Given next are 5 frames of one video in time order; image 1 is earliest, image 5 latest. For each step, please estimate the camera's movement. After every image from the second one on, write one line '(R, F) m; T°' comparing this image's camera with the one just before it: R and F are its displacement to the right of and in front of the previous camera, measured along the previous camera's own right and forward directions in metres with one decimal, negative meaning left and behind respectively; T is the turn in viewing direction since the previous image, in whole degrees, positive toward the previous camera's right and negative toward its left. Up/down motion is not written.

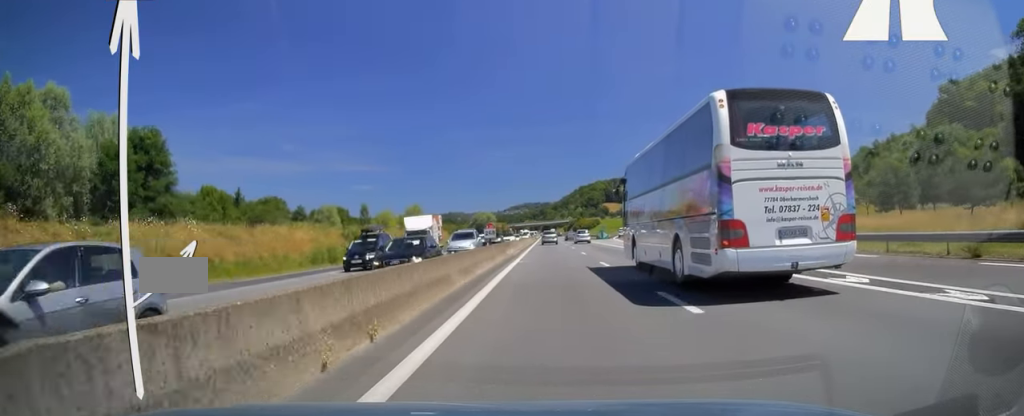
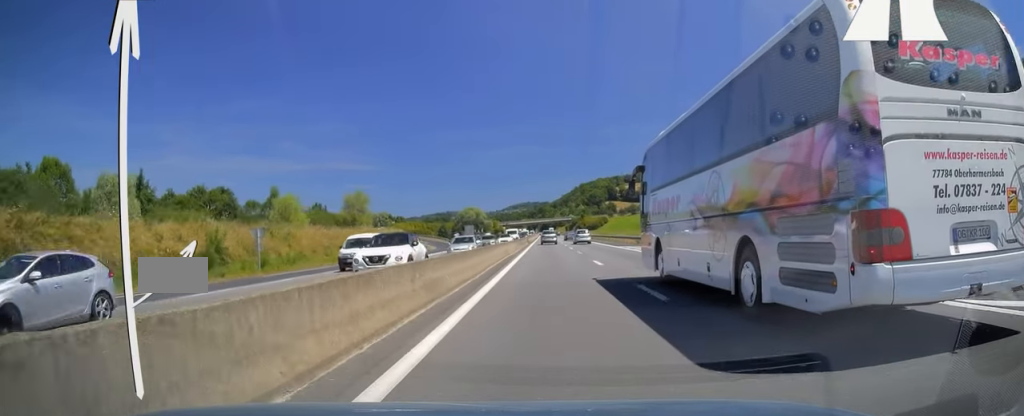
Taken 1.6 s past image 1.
(0.0, +49.7) m; 0°
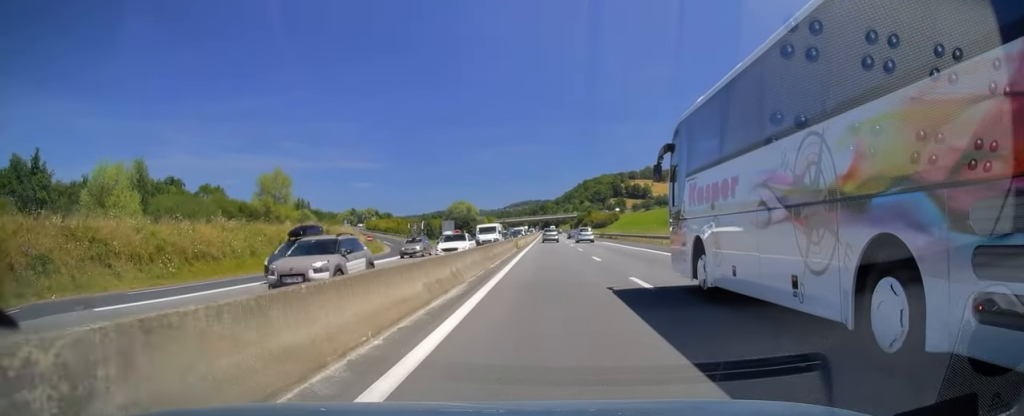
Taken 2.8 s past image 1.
(-0.1, +36.9) m; 0°
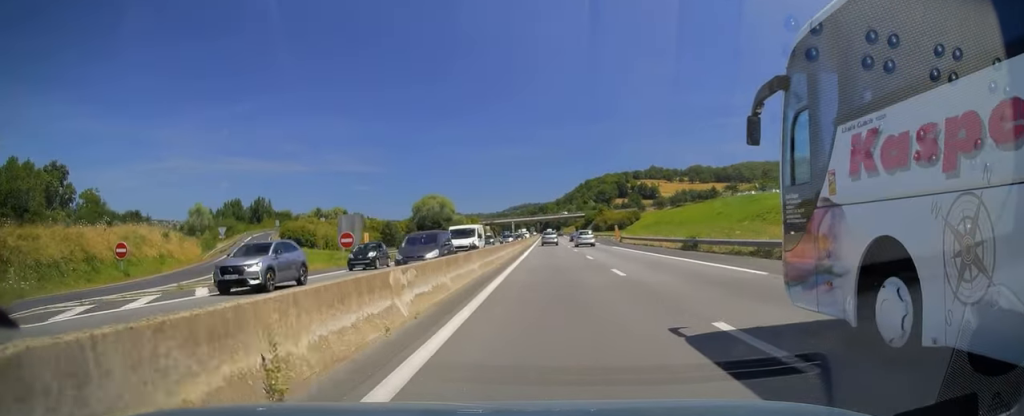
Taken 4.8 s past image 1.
(+0.3, +59.7) m; 0°
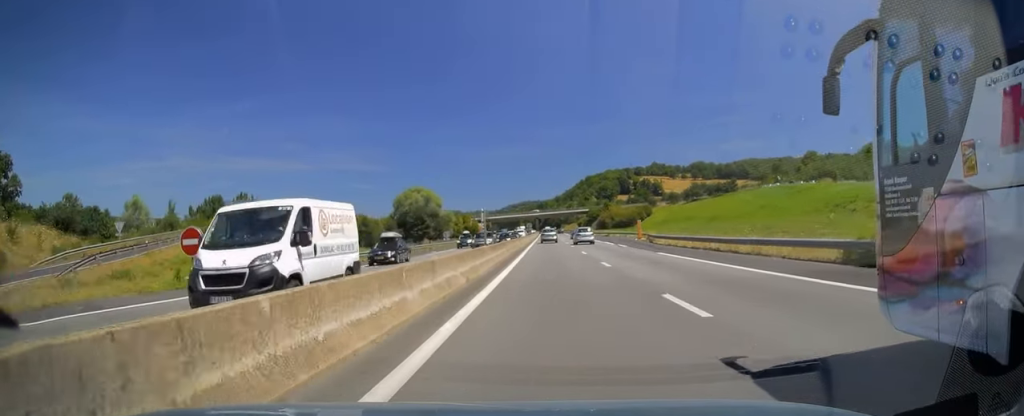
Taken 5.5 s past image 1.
(0.0, +22.2) m; 0°
